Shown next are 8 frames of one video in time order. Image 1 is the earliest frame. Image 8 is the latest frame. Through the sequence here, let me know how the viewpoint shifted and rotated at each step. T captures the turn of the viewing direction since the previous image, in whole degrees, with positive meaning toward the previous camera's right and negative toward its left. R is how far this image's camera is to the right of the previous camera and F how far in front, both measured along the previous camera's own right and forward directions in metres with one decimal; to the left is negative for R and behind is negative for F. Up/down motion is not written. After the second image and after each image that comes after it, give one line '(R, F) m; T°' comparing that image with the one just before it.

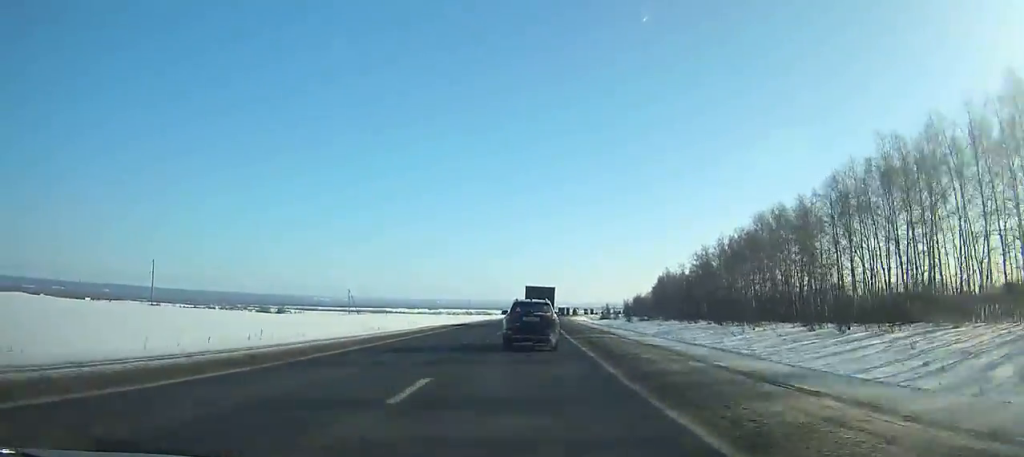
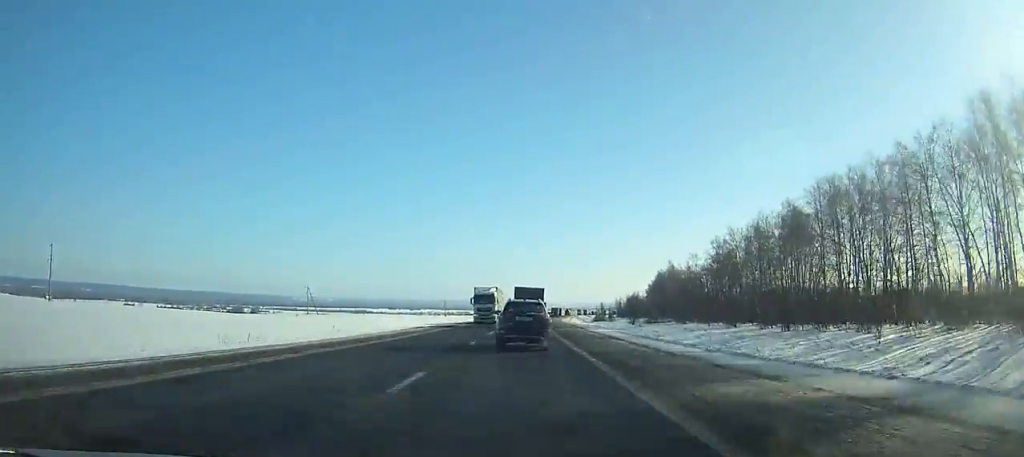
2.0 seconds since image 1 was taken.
(+0.4, +35.3) m; +1°
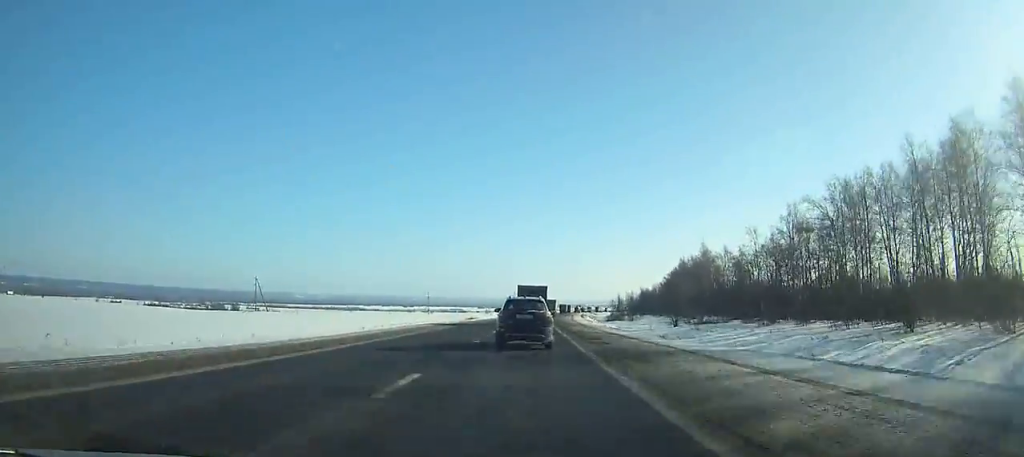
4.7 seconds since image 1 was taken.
(+0.6, +48.5) m; +1°
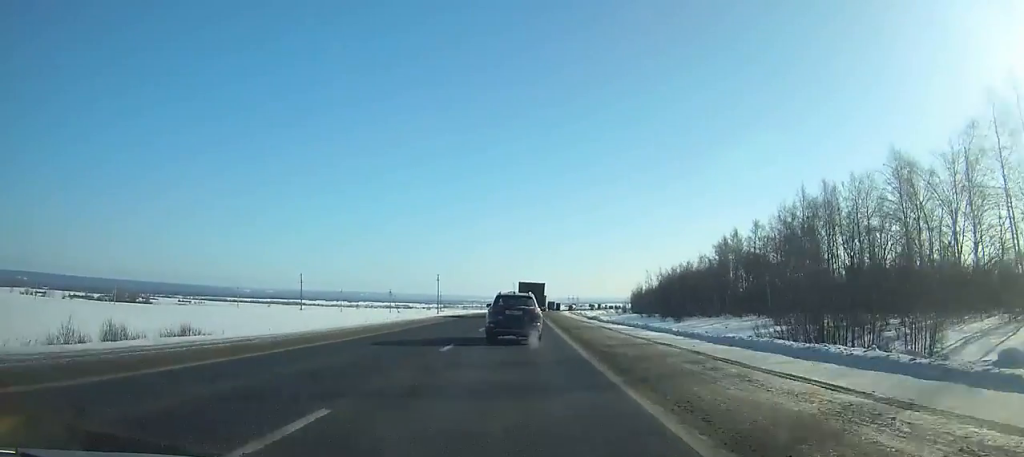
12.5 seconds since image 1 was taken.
(+4.8, +140.0) m; +4°
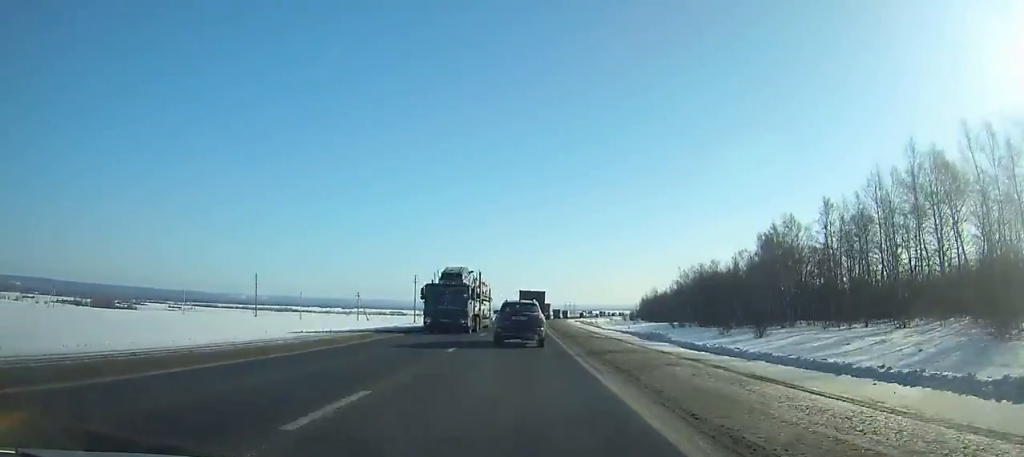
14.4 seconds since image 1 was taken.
(+0.3, +34.0) m; +1°
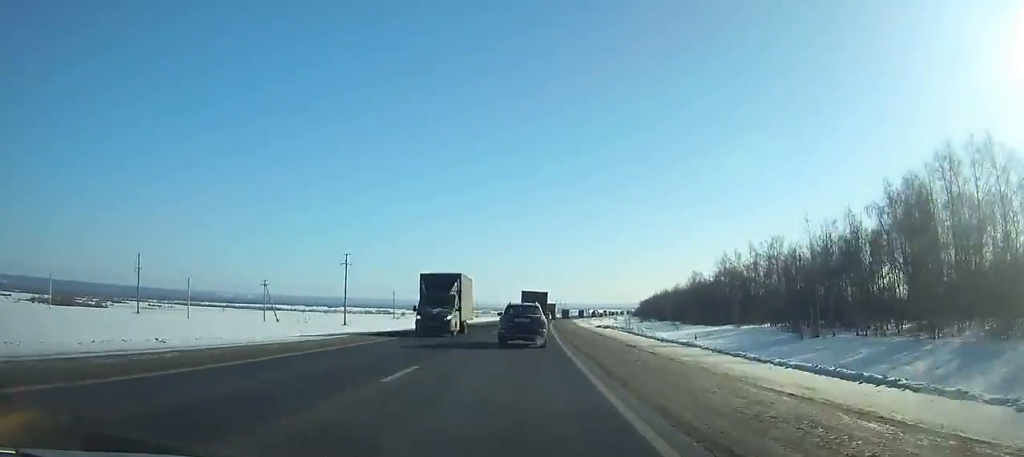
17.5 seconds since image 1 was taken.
(+0.5, +55.6) m; +1°
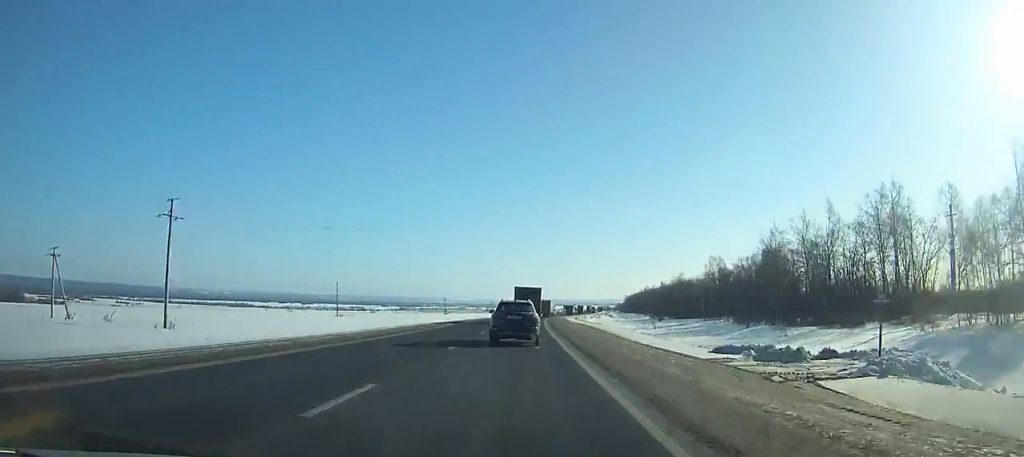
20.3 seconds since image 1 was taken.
(+0.5, +50.4) m; +1°
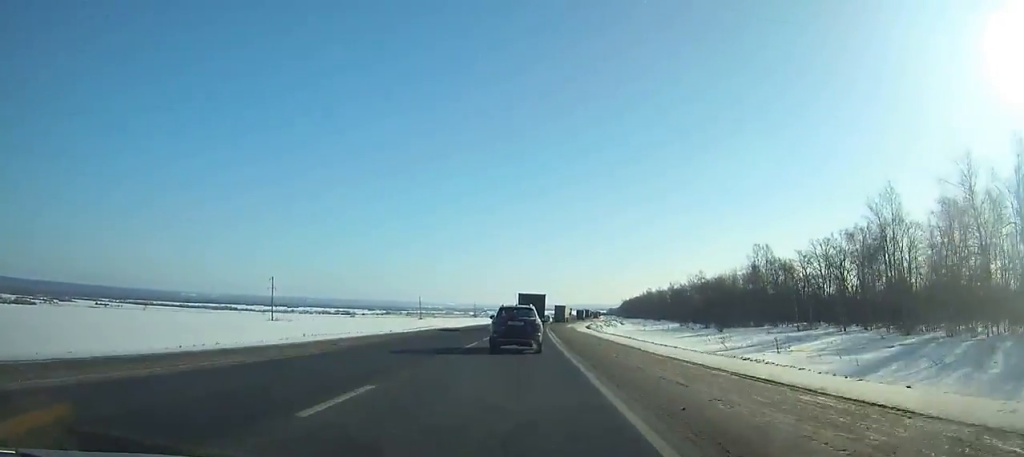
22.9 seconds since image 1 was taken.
(+0.6, +46.7) m; +2°
